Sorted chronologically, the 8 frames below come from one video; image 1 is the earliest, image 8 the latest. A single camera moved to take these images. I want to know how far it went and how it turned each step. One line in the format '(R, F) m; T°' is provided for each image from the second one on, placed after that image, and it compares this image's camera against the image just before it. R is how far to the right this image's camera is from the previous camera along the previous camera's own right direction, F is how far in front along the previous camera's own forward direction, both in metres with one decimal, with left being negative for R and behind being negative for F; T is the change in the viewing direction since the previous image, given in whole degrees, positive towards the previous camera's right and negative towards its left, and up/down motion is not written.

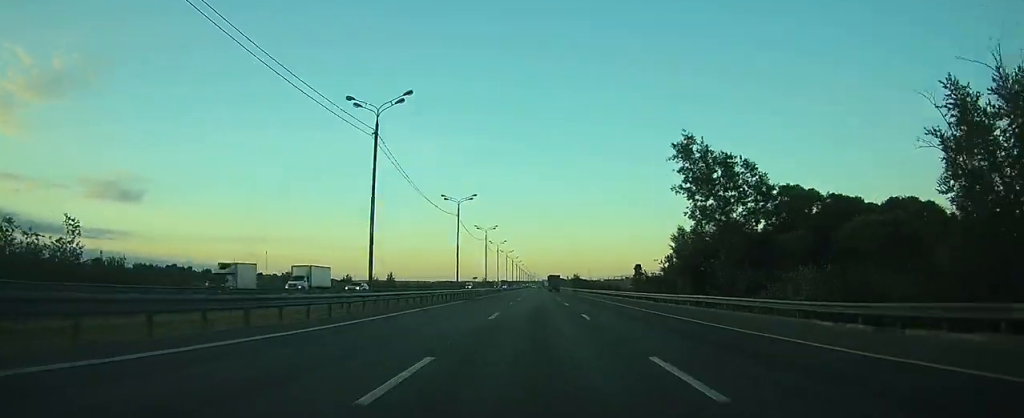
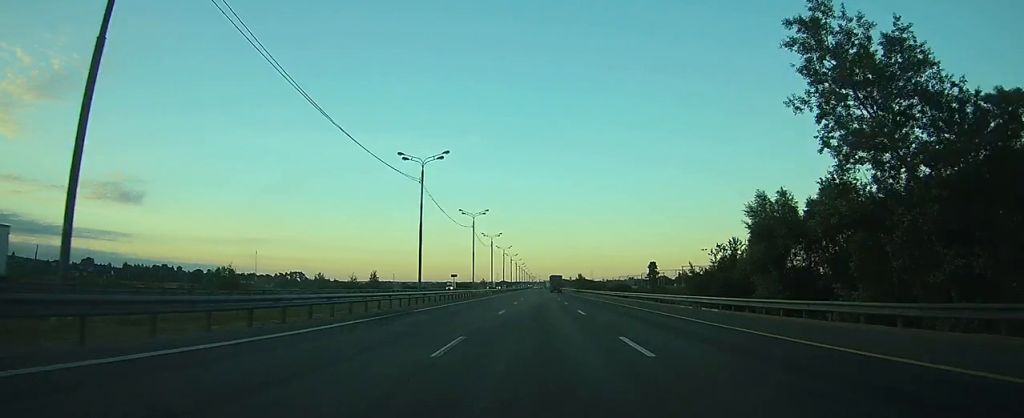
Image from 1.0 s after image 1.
(0.0, +27.6) m; 0°
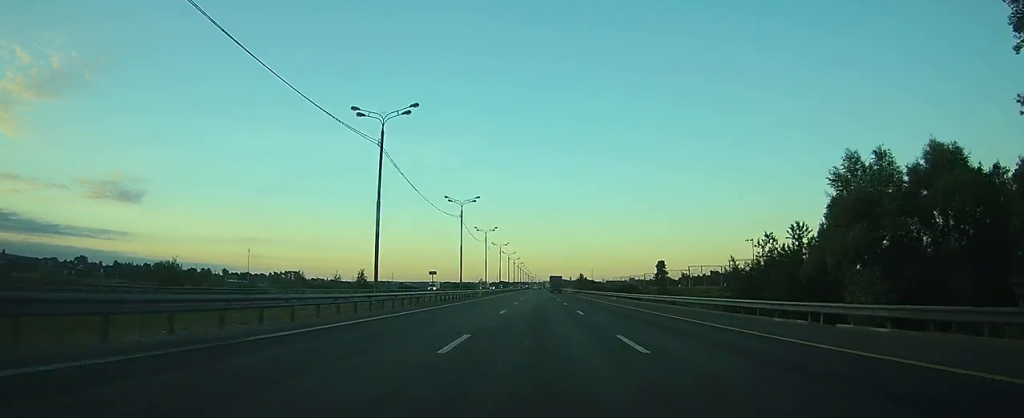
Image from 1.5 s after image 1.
(0.0, +15.3) m; 0°
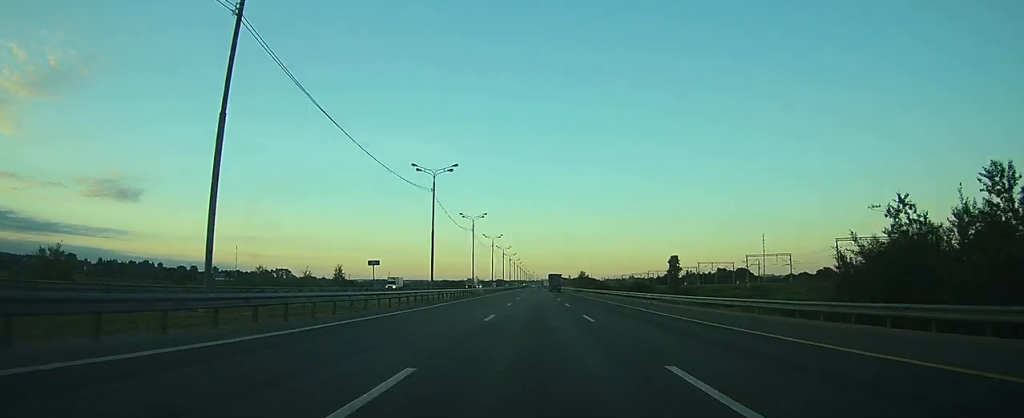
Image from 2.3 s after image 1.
(0.0, +21.9) m; 0°
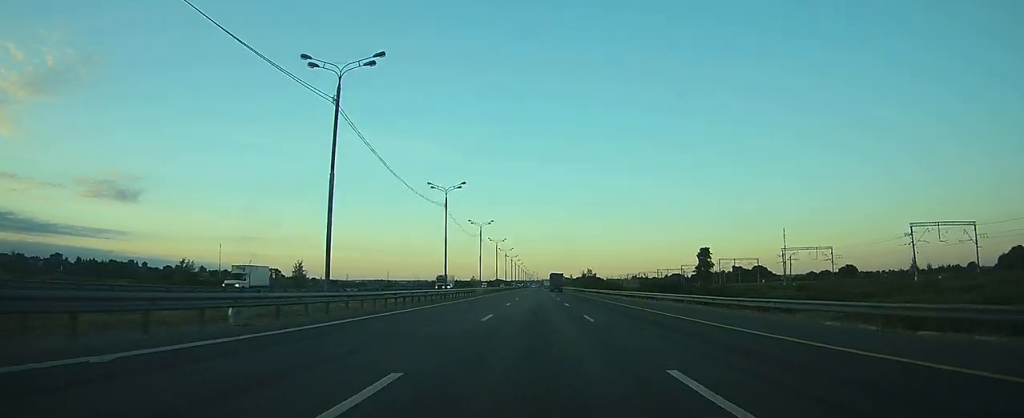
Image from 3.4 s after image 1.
(0.0, +32.2) m; 0°
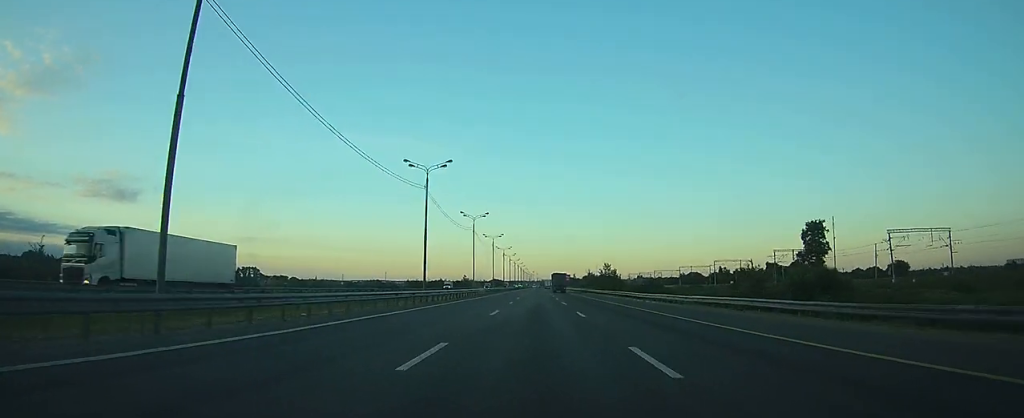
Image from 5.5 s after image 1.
(+0.4, +59.3) m; 0°
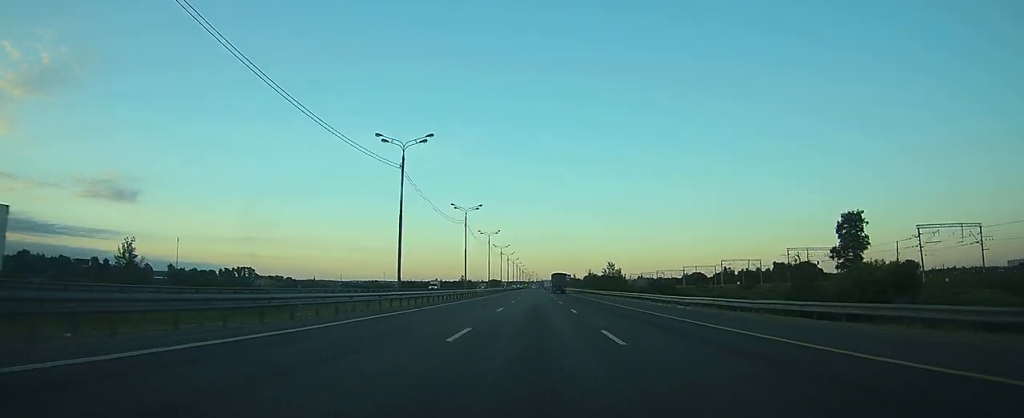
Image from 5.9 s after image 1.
(0.0, +11.2) m; 0°
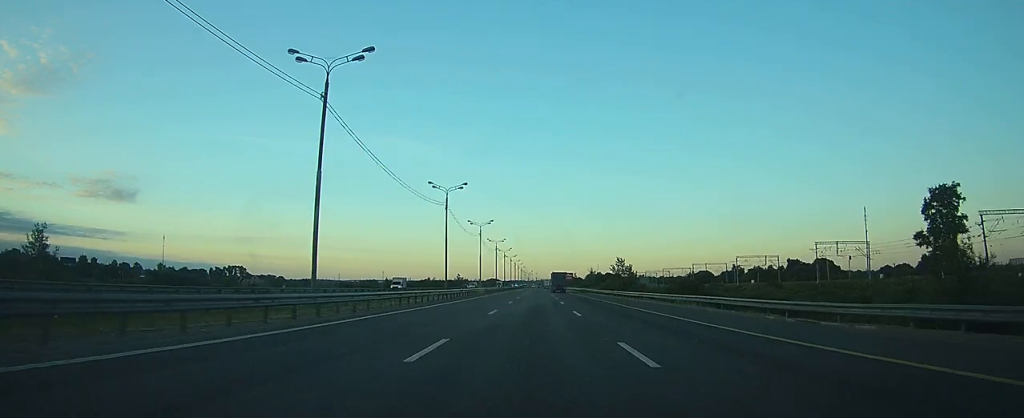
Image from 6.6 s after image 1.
(0.0, +19.5) m; 0°
